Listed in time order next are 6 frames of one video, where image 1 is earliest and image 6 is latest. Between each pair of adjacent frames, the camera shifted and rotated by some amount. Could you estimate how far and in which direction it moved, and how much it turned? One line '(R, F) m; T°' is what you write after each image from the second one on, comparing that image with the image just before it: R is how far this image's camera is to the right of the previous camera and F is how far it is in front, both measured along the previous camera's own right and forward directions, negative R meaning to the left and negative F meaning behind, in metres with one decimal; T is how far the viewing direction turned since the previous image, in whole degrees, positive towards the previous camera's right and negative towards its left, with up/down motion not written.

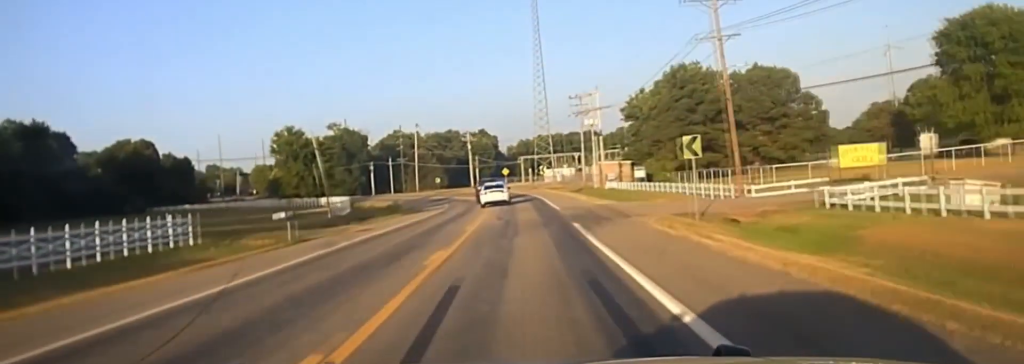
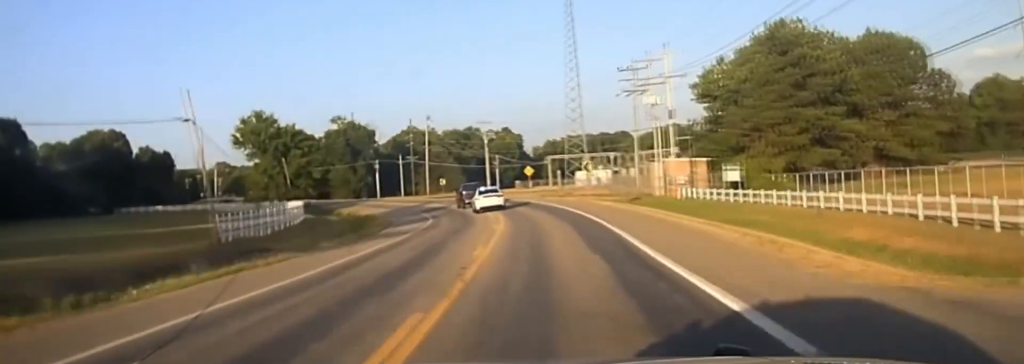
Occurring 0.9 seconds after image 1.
(-0.2, +32.8) m; -2°
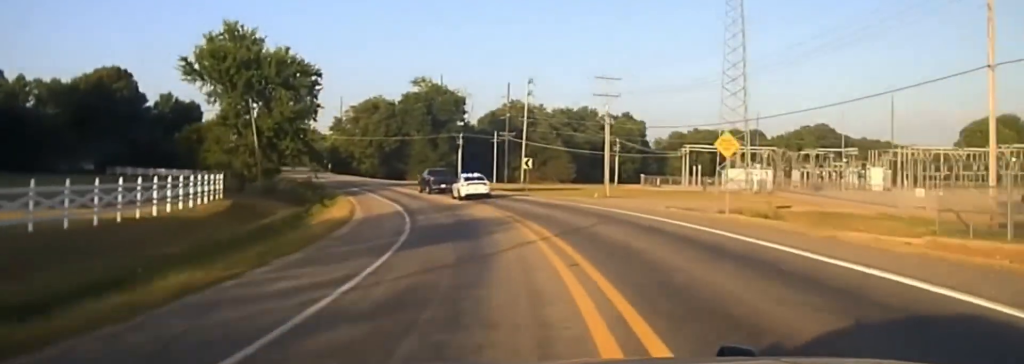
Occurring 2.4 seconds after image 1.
(-3.6, +52.9) m; -7°
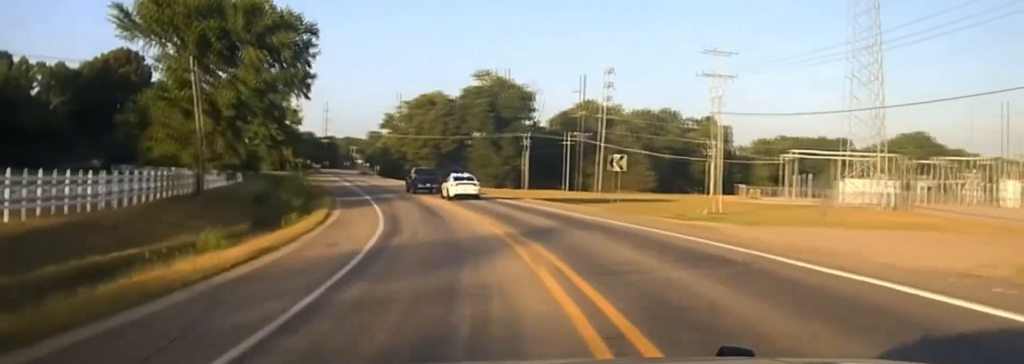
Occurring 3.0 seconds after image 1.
(-0.4, +23.9) m; -3°
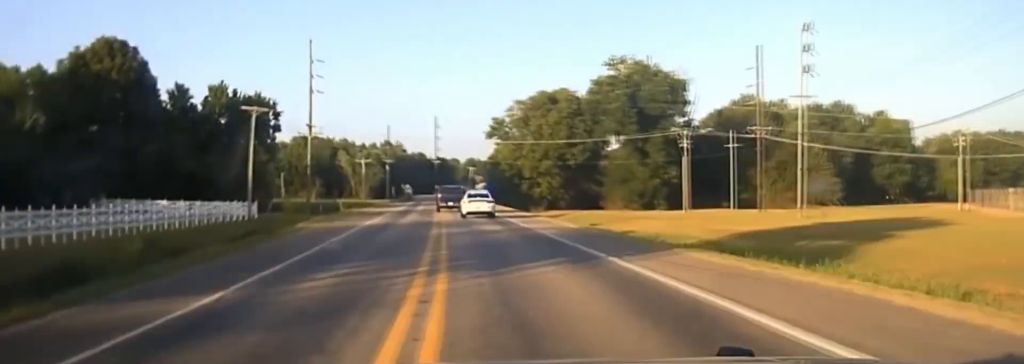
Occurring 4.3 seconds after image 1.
(-2.9, +45.4) m; -9°
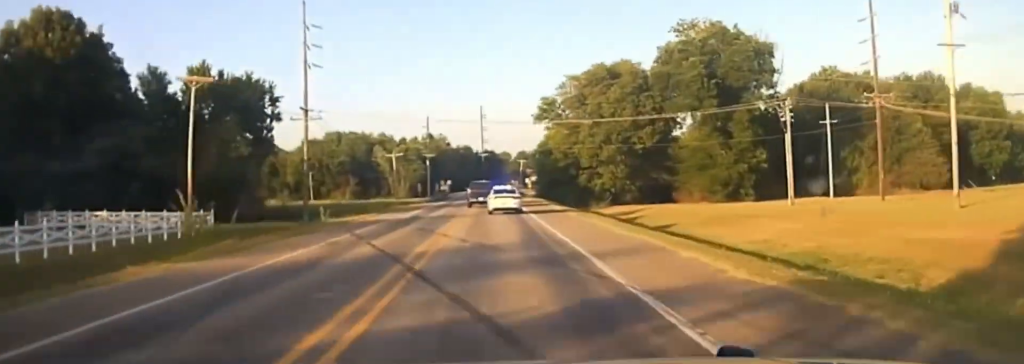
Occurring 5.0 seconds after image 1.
(-1.1, +24.4) m; -4°
